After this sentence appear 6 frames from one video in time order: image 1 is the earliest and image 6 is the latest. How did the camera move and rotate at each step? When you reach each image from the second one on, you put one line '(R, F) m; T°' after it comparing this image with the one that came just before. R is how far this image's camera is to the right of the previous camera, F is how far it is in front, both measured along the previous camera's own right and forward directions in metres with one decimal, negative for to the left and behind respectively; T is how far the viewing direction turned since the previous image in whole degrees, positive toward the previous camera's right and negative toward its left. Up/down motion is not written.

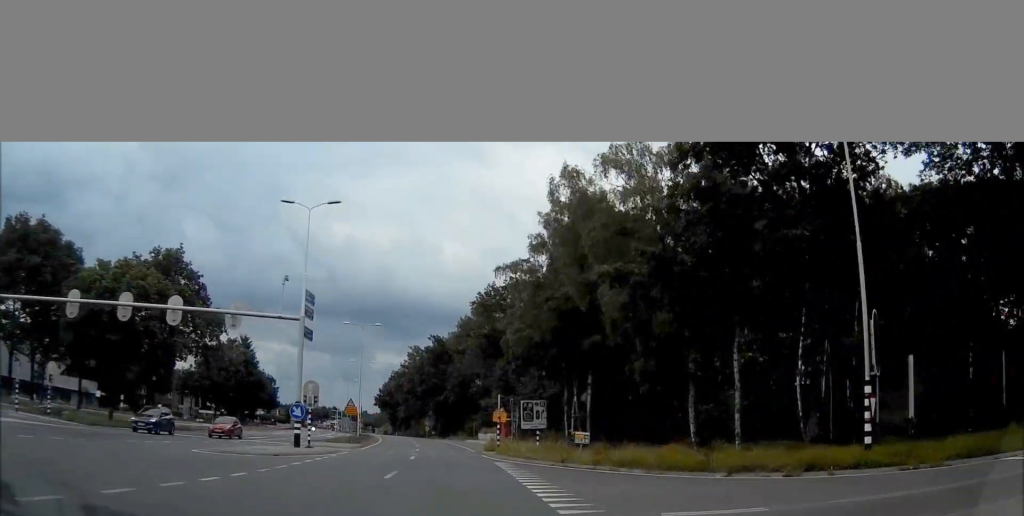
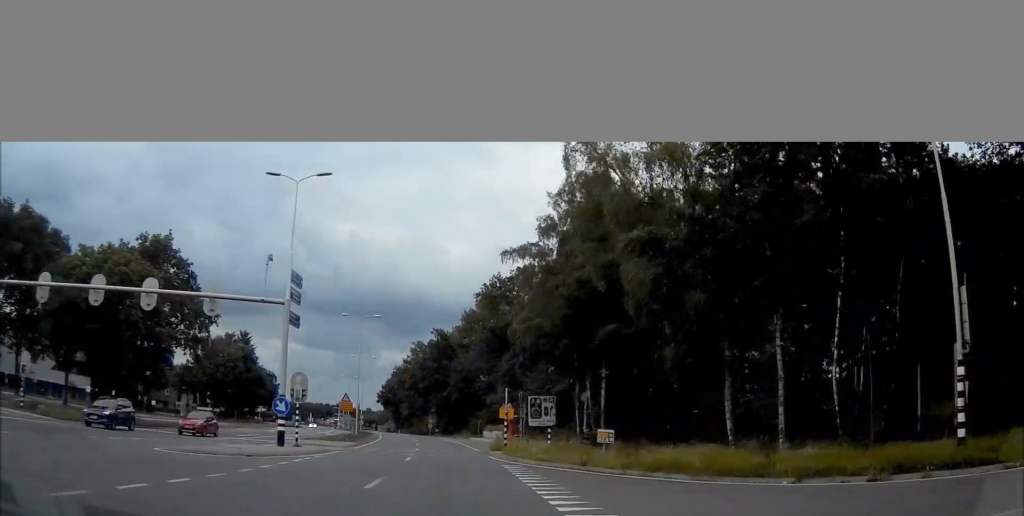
(-0.1, +3.8) m; -2°
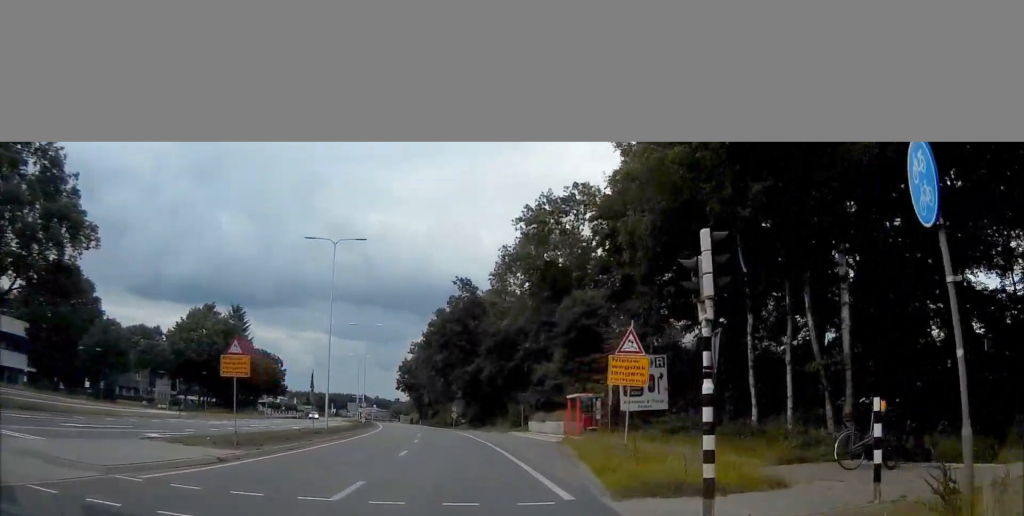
(-1.0, +26.7) m; -3°
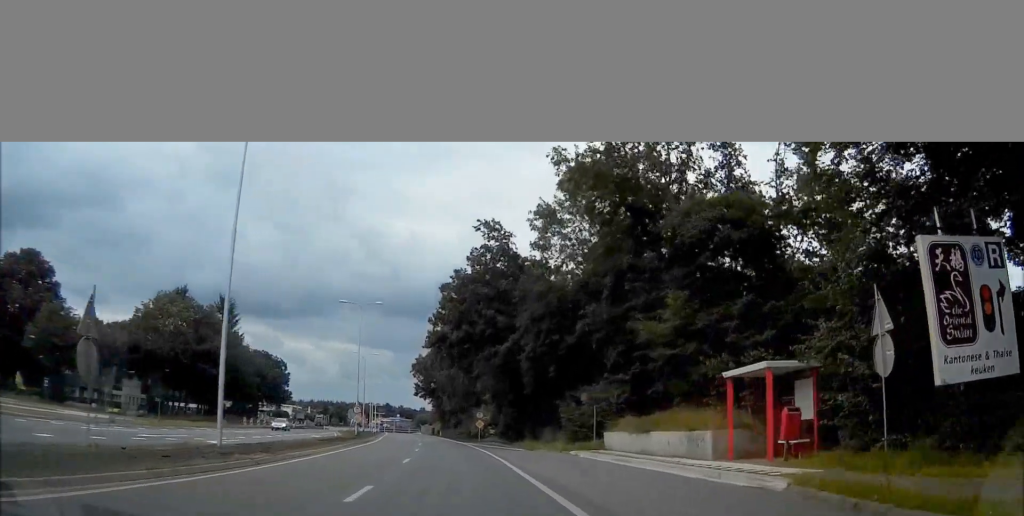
(-0.6, +23.6) m; -3°
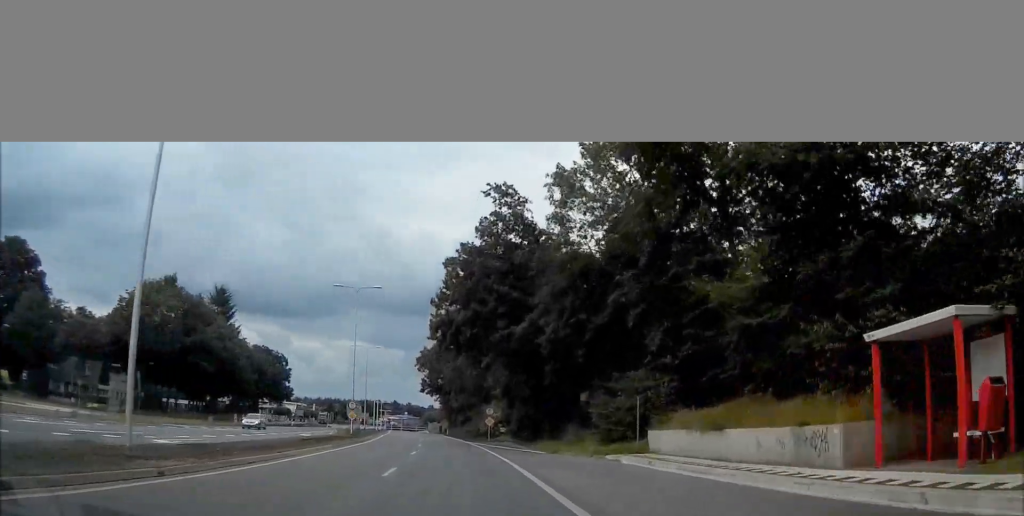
(0.0, +6.7) m; -1°
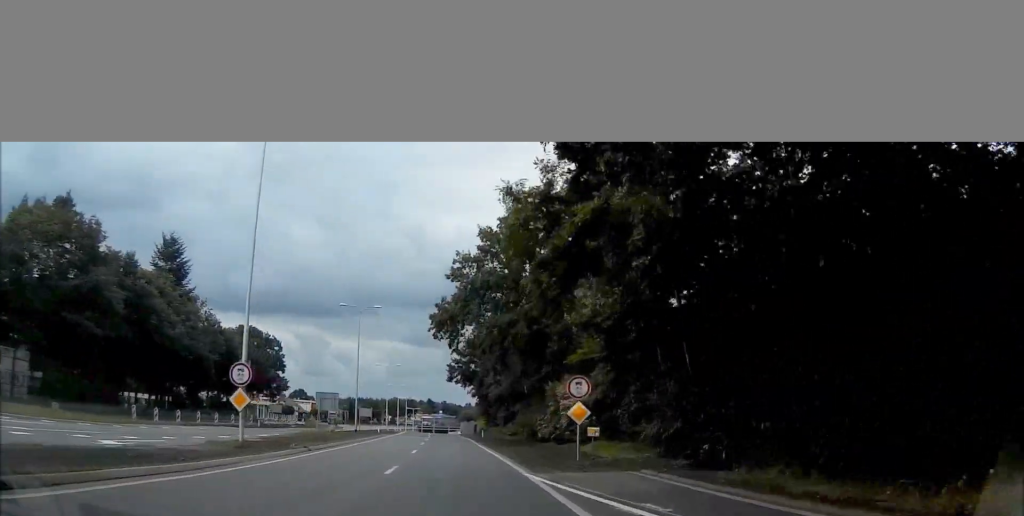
(-1.6, +35.0) m; -5°
